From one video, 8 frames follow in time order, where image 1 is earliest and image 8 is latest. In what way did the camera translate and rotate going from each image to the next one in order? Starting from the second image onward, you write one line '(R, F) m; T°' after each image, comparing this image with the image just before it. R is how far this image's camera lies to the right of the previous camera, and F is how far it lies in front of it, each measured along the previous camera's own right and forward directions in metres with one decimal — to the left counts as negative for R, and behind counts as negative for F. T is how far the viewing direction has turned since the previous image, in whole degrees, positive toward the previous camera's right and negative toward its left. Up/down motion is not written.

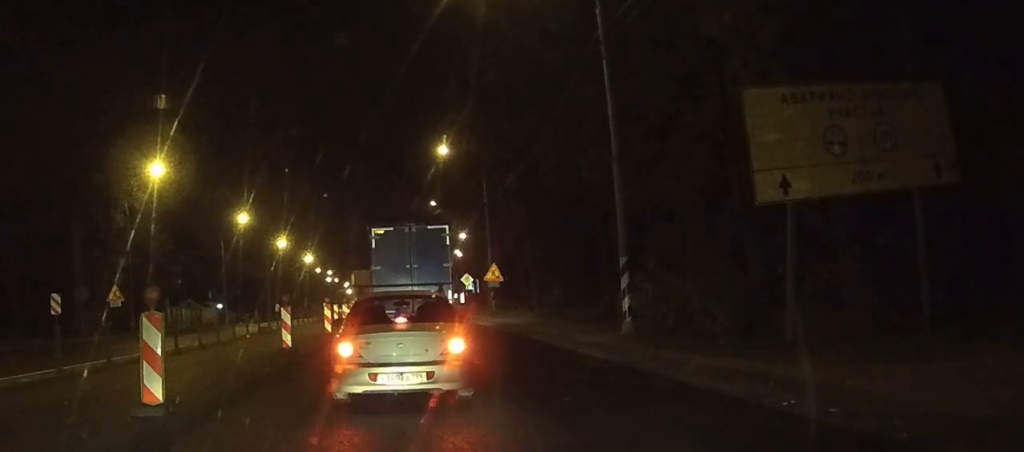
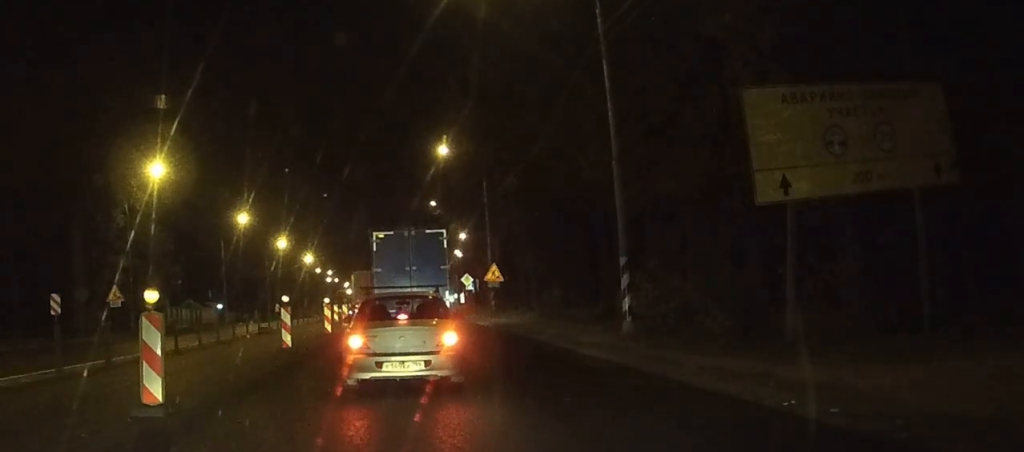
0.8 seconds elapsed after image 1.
(0.0, 0.0) m; 0°
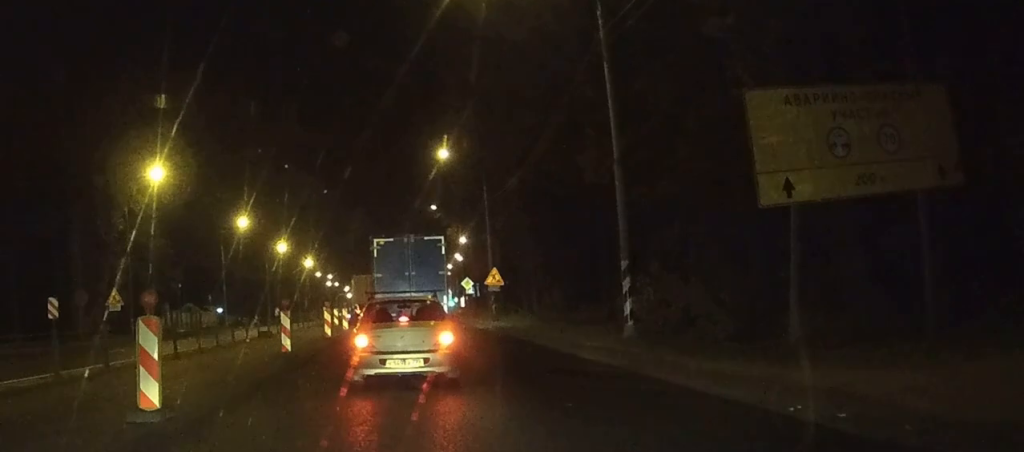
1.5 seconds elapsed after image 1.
(0.0, +0.3) m; 0°
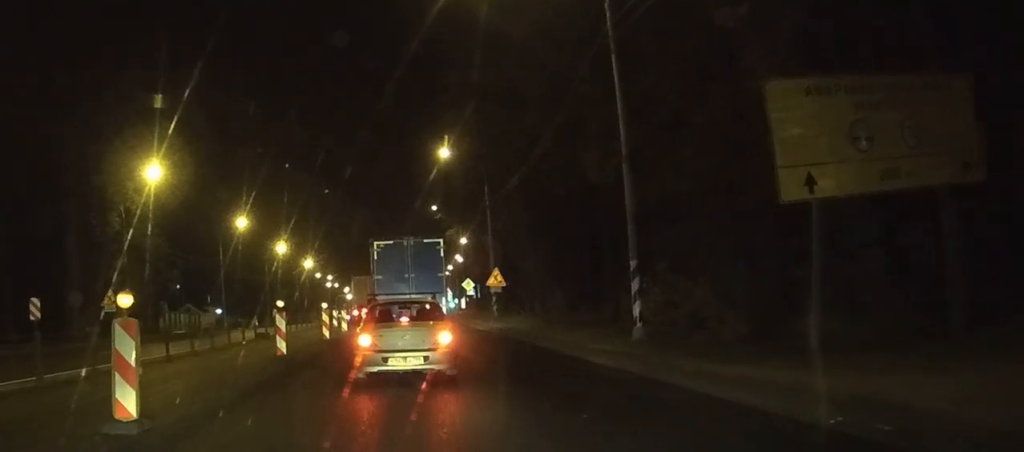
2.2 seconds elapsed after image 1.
(0.0, +1.5) m; -1°
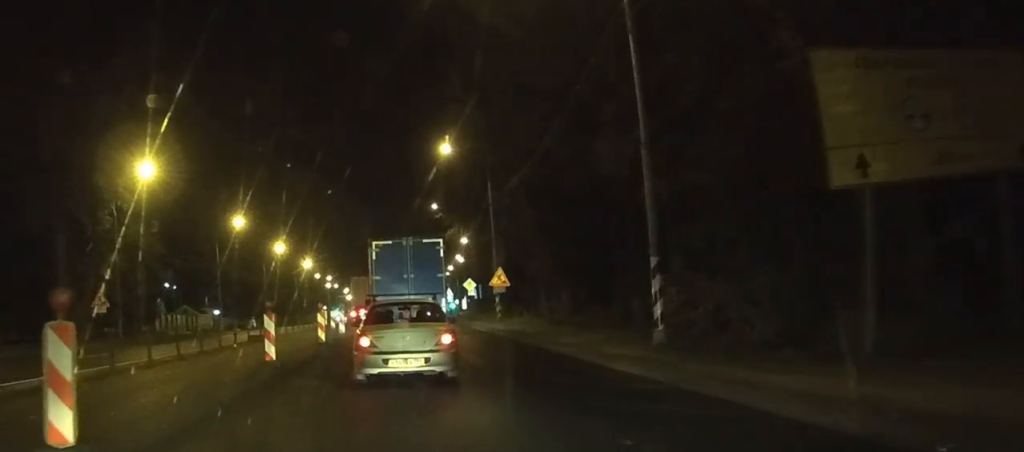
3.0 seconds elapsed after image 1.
(0.0, +2.2) m; +1°
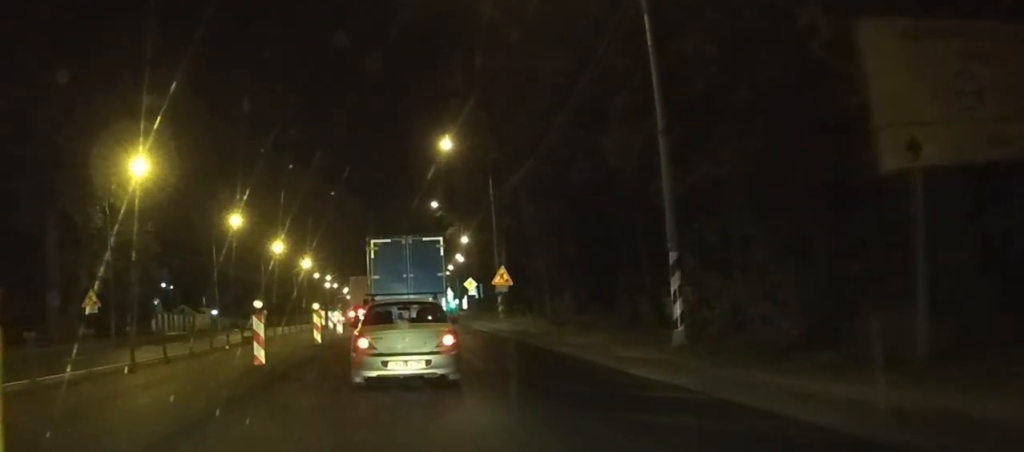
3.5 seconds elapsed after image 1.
(0.0, +1.4) m; +1°
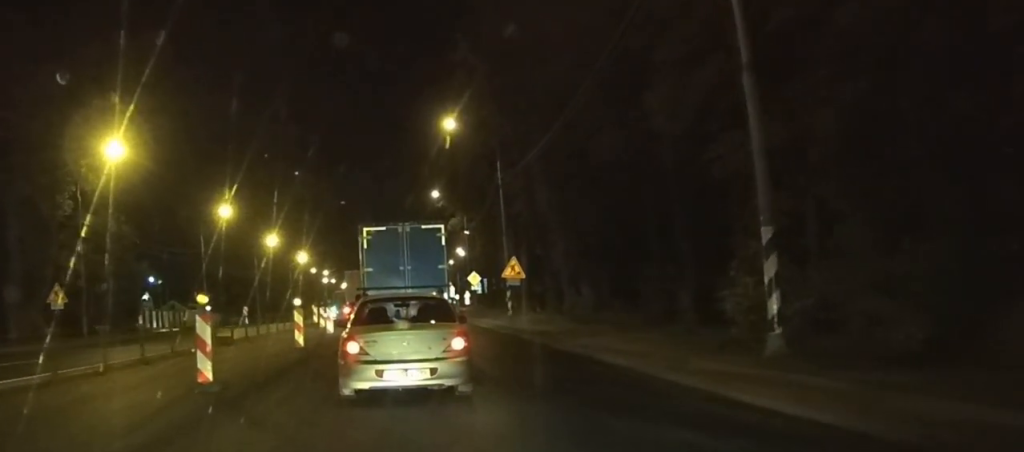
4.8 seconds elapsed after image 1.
(0.0, +4.8) m; +1°
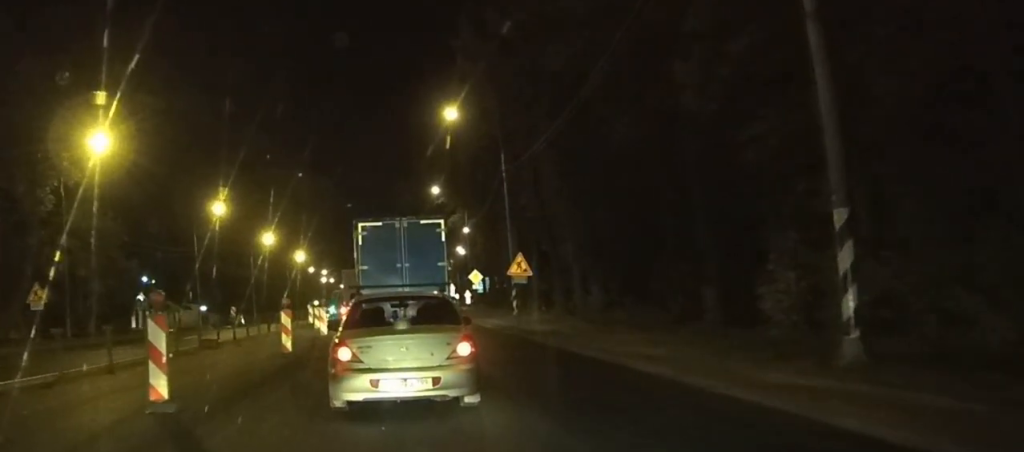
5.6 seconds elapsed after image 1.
(0.0, +2.6) m; +1°
